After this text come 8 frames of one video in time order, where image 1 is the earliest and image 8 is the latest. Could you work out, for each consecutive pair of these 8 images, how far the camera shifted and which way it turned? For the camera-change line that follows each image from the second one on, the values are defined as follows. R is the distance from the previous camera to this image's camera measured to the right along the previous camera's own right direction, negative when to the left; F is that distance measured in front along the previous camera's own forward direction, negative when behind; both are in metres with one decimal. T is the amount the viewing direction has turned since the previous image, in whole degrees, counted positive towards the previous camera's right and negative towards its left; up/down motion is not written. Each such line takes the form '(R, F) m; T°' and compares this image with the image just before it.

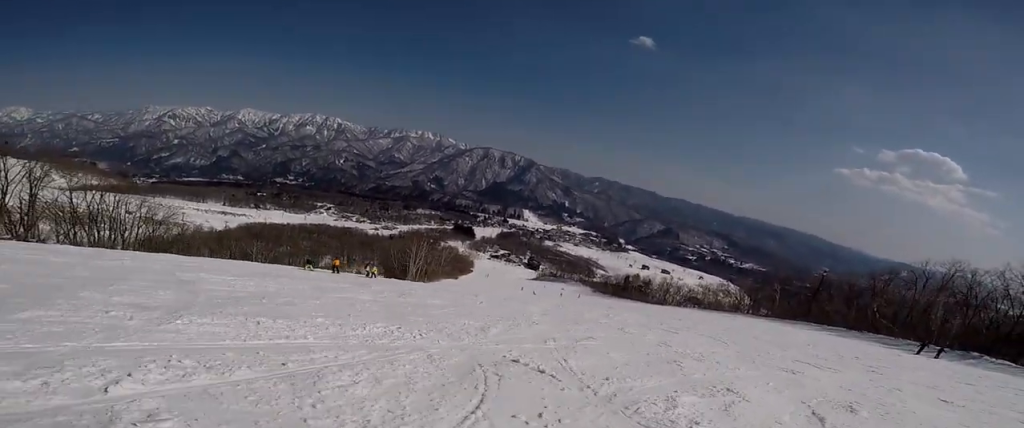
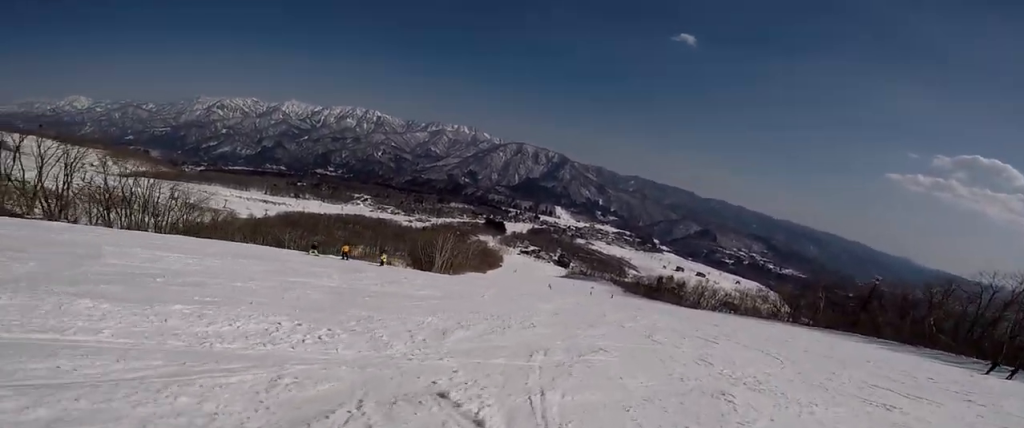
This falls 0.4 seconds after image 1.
(-0.4, +2.9) m; -4°
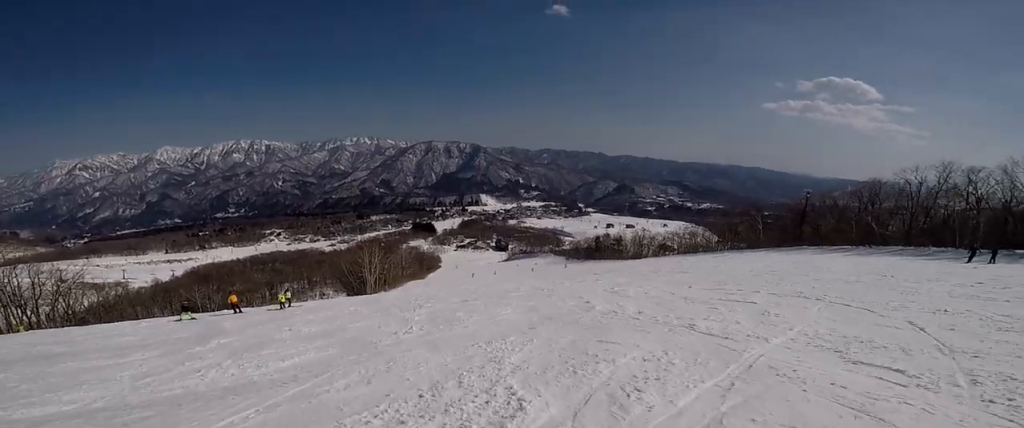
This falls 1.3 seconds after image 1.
(-0.5, +5.7) m; -2°
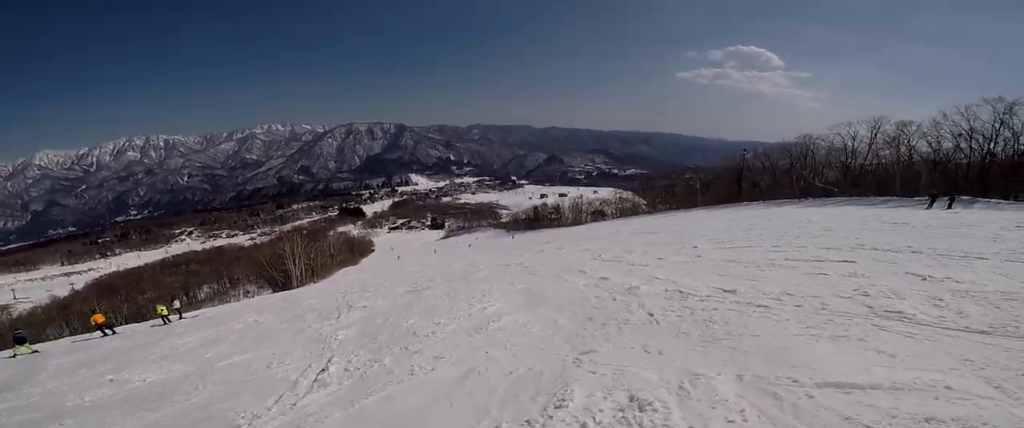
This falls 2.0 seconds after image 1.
(-0.3, +4.4) m; +6°
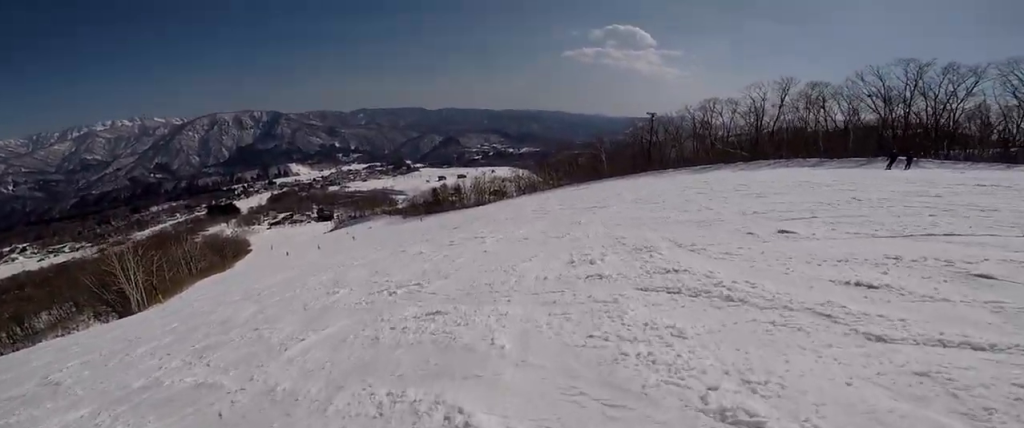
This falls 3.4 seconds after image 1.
(+2.2, +9.4) m; +20°
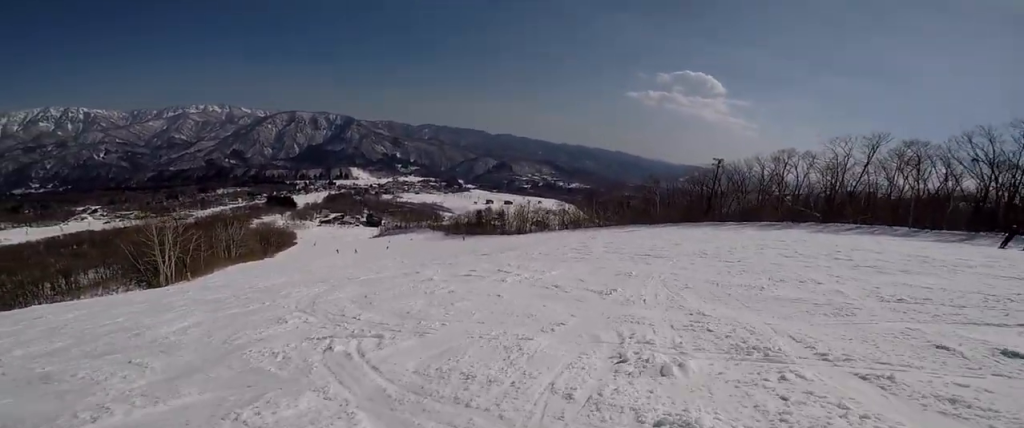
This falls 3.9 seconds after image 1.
(+0.3, +3.6) m; +4°
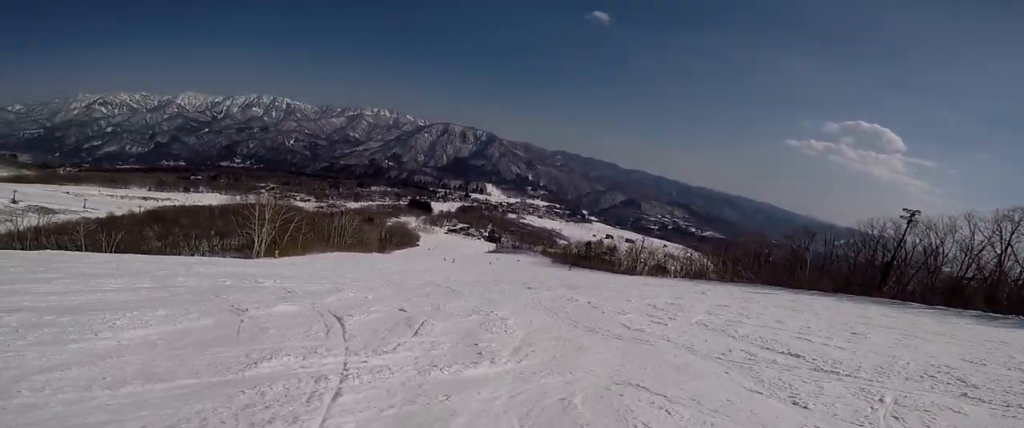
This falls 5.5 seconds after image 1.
(-0.8, +11.2) m; -21°
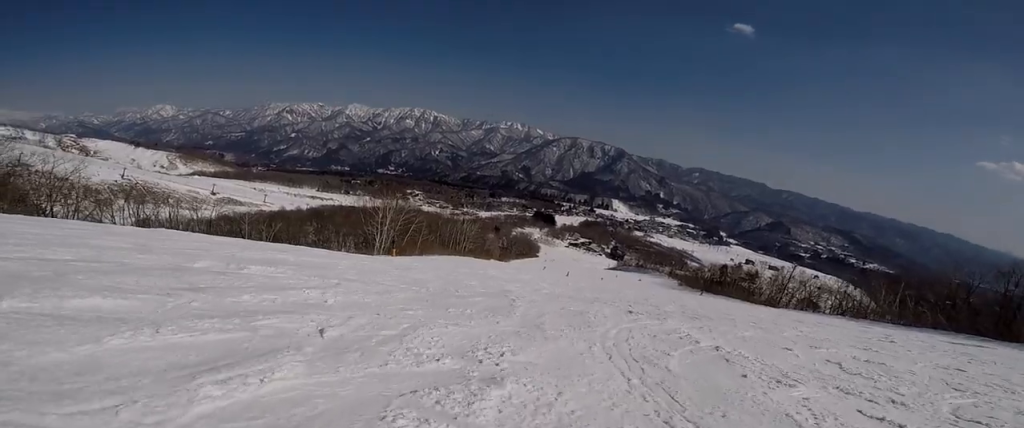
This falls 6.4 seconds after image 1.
(-1.0, +5.4) m; -21°
